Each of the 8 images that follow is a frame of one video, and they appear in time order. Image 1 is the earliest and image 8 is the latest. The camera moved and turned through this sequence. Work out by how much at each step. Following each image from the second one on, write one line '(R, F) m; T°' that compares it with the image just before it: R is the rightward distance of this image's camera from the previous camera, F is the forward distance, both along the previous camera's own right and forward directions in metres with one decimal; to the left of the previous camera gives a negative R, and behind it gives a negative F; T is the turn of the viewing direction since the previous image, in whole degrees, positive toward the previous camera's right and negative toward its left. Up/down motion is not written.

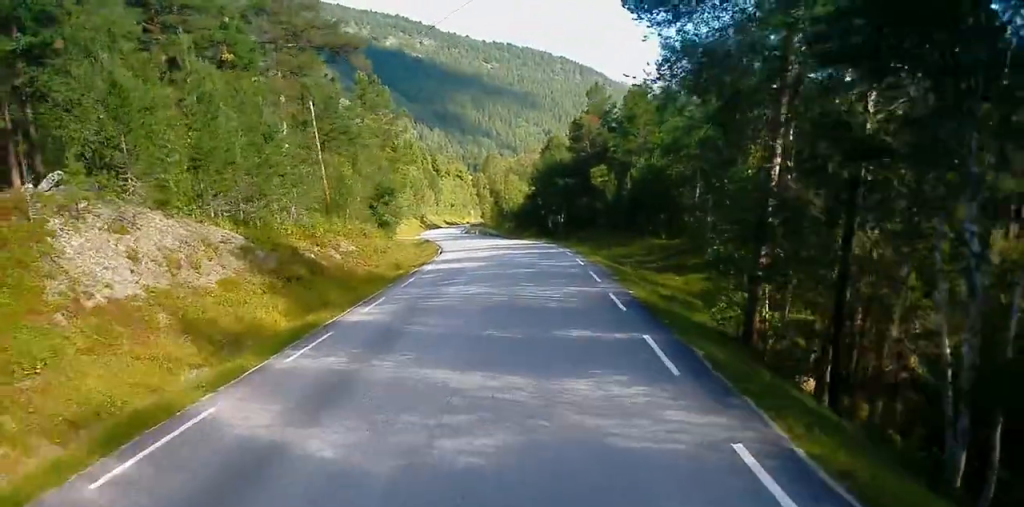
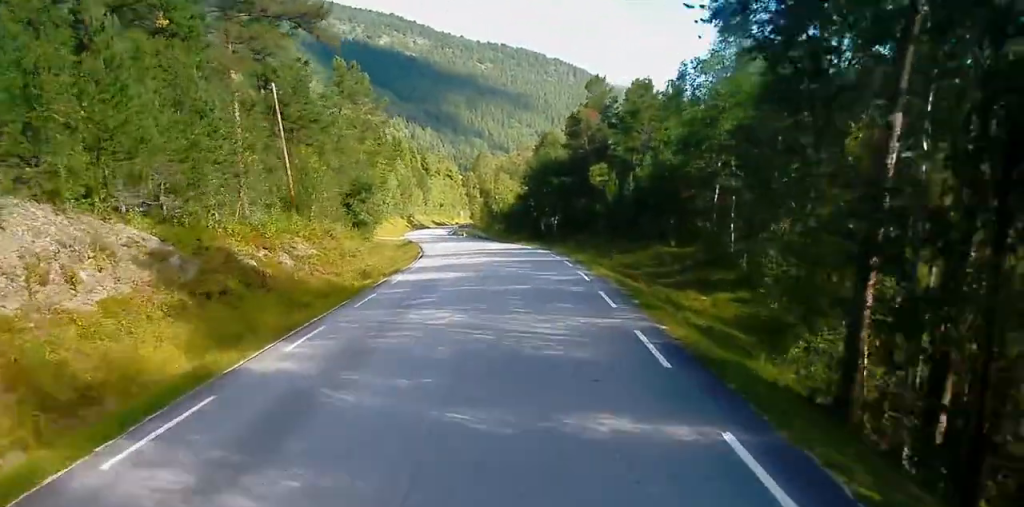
(0.0, +5.8) m; -1°
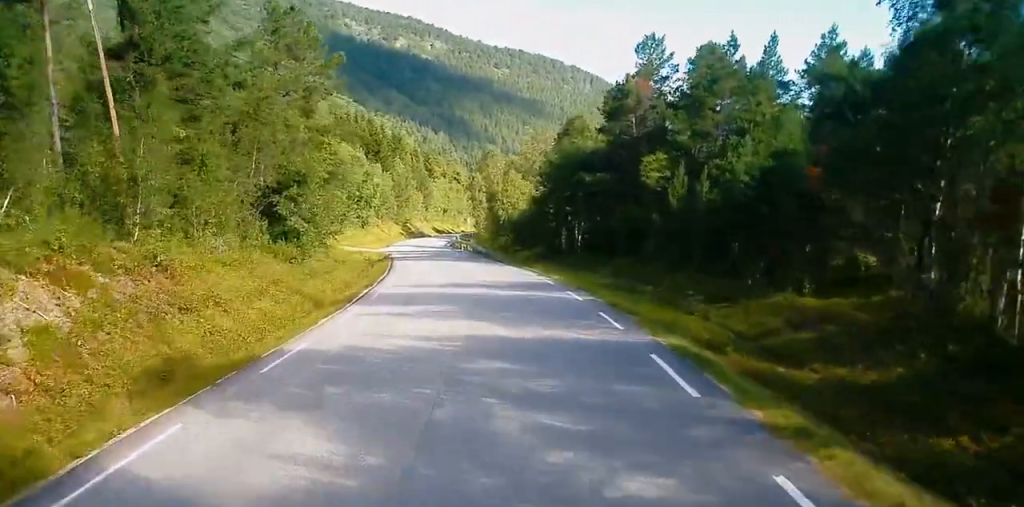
(-0.3, +19.2) m; -2°
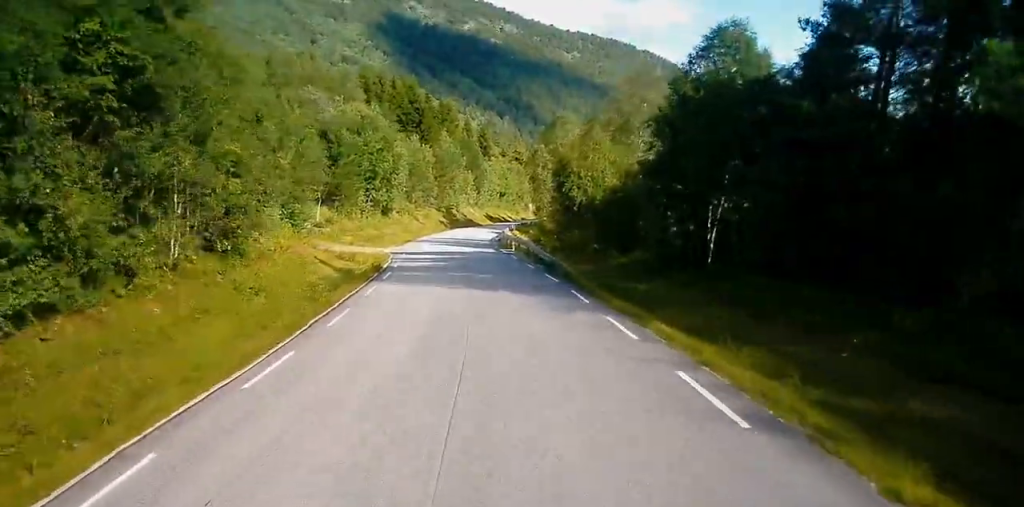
(-0.1, +25.5) m; 0°
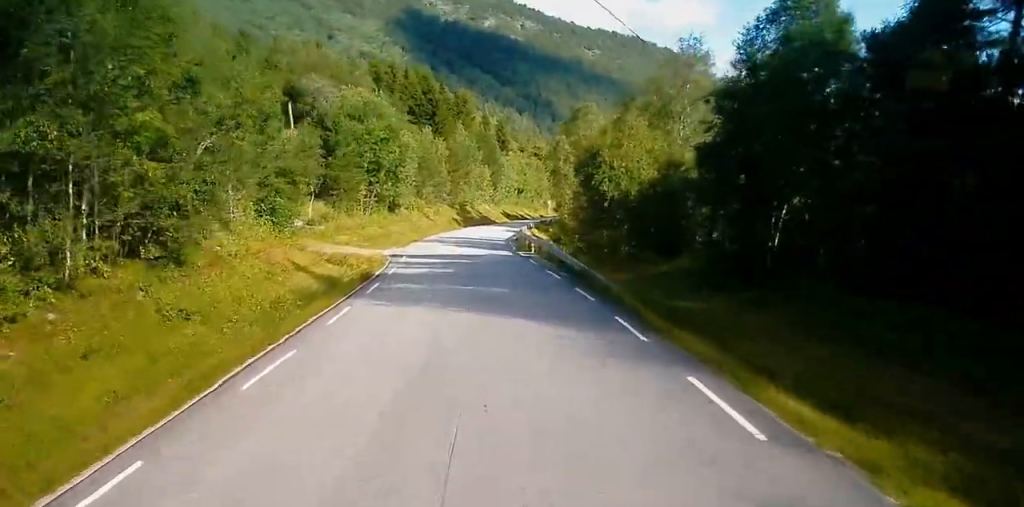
(0.0, +6.4) m; 0°
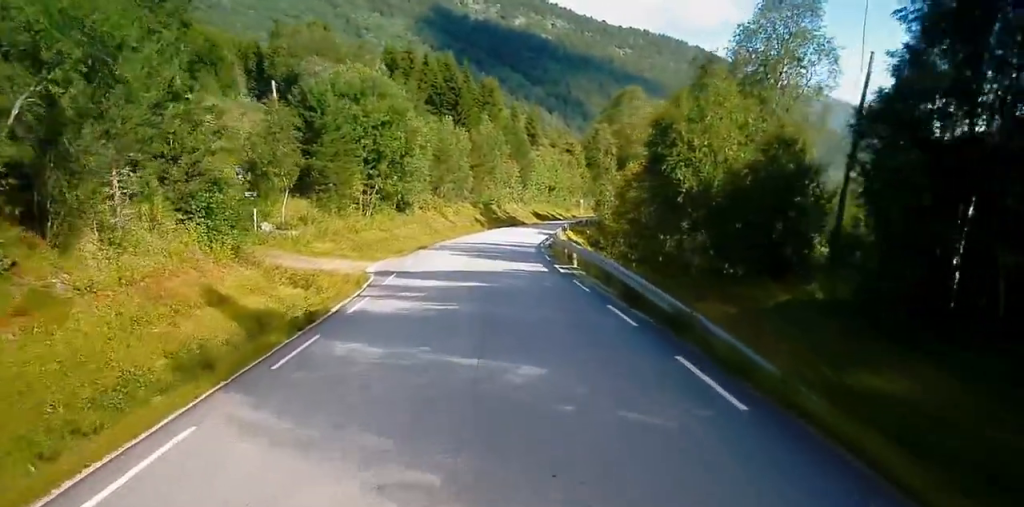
(0.0, +11.2) m; -2°
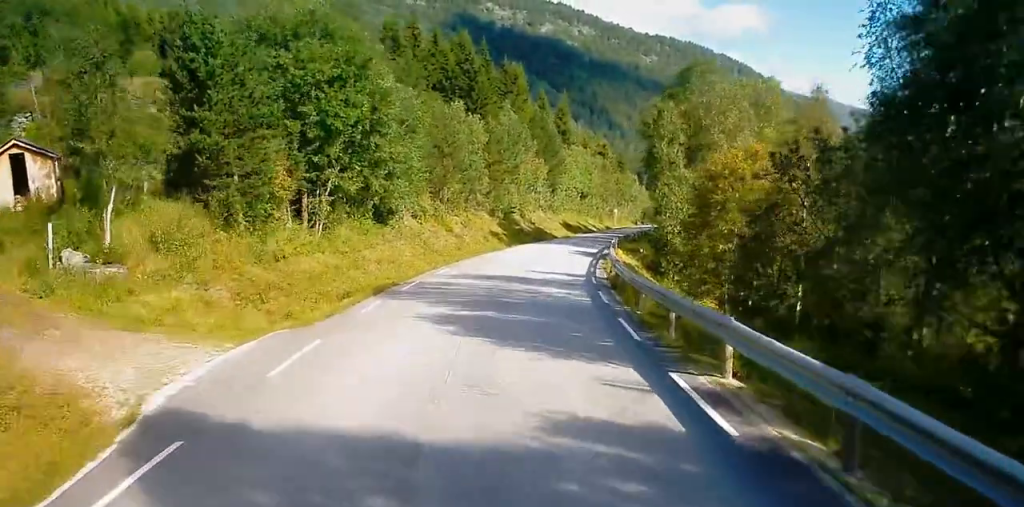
(-0.7, +19.0) m; -2°
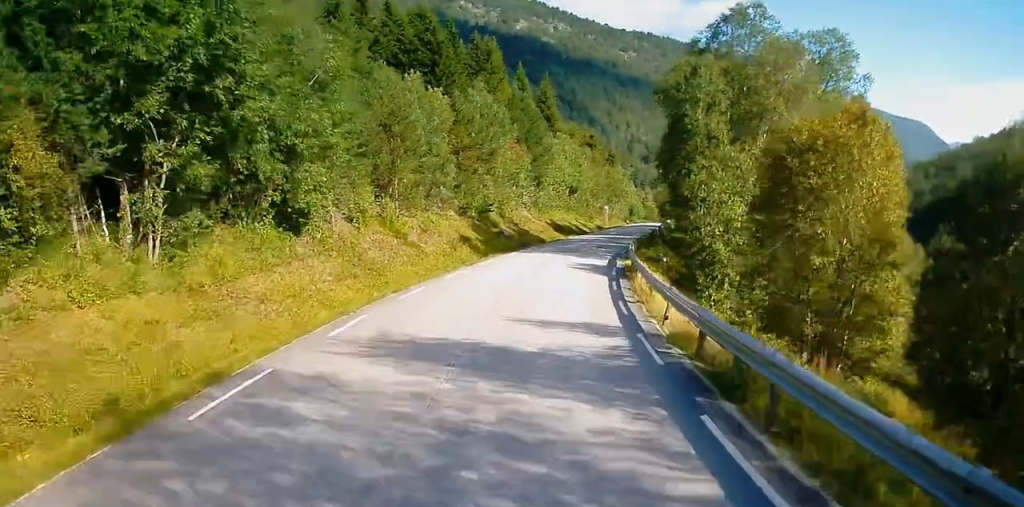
(0.0, +14.6) m; 0°
